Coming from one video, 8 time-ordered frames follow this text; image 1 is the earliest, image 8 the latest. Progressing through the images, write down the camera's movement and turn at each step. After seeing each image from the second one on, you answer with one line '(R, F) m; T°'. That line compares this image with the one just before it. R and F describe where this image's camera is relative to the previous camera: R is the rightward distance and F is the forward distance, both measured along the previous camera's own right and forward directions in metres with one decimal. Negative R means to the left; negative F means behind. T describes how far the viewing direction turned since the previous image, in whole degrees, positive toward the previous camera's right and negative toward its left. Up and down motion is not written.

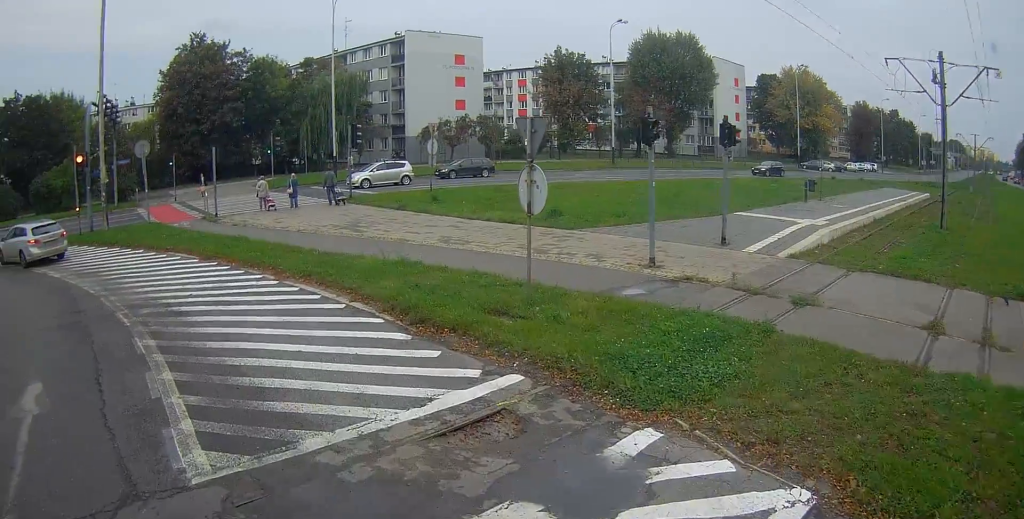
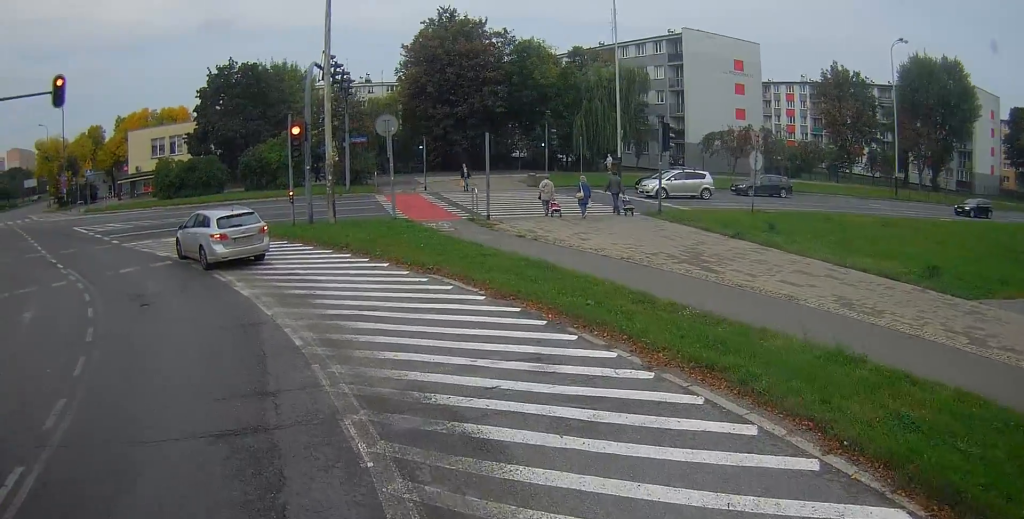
(-2.5, +4.0) m; -62°
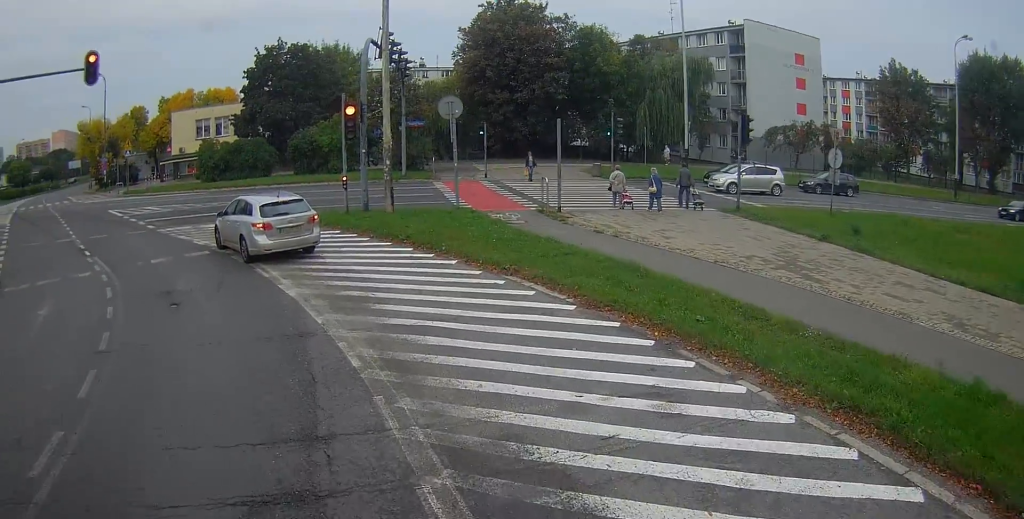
(-0.2, +1.4) m; -9°
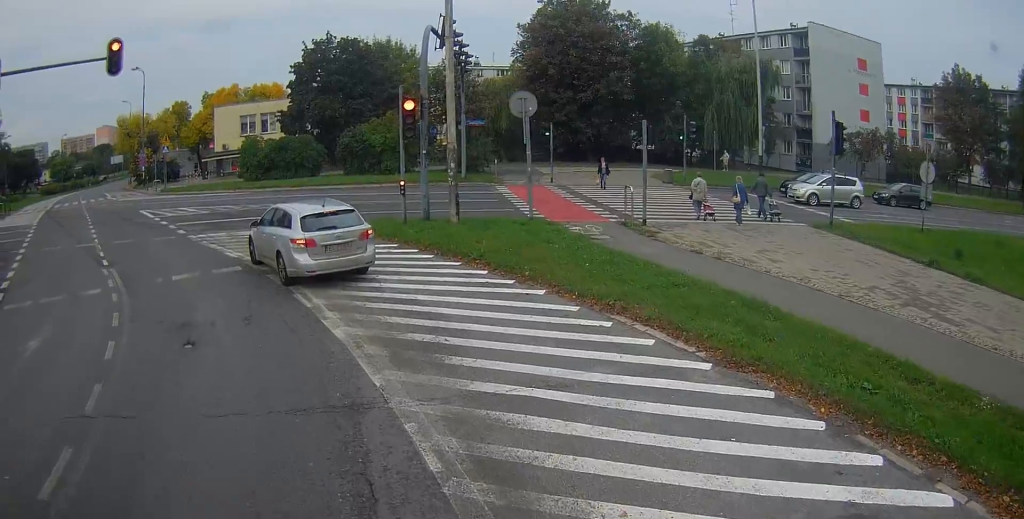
(-0.2, +2.0) m; -5°
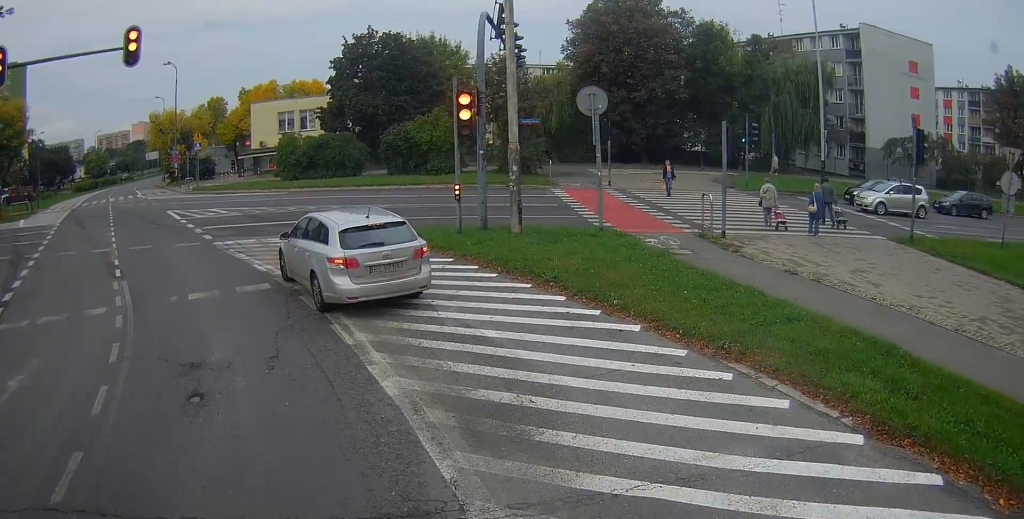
(0.0, +1.6) m; -1°
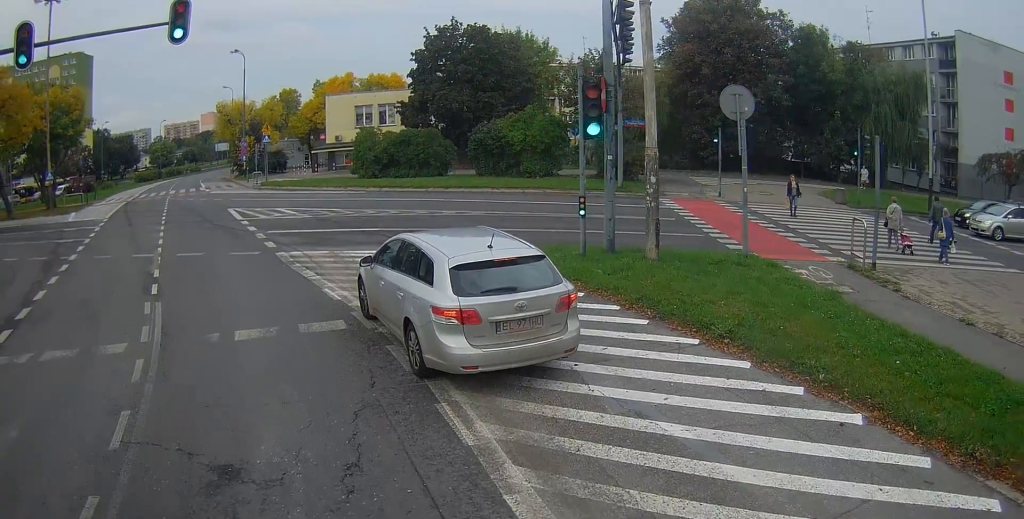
(0.0, +2.5) m; +2°
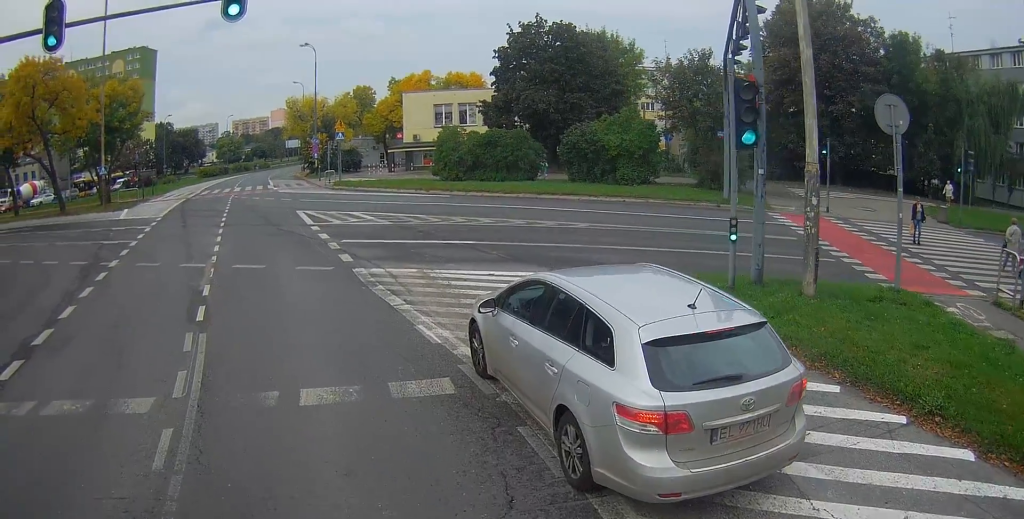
(+0.1, +2.3) m; +6°
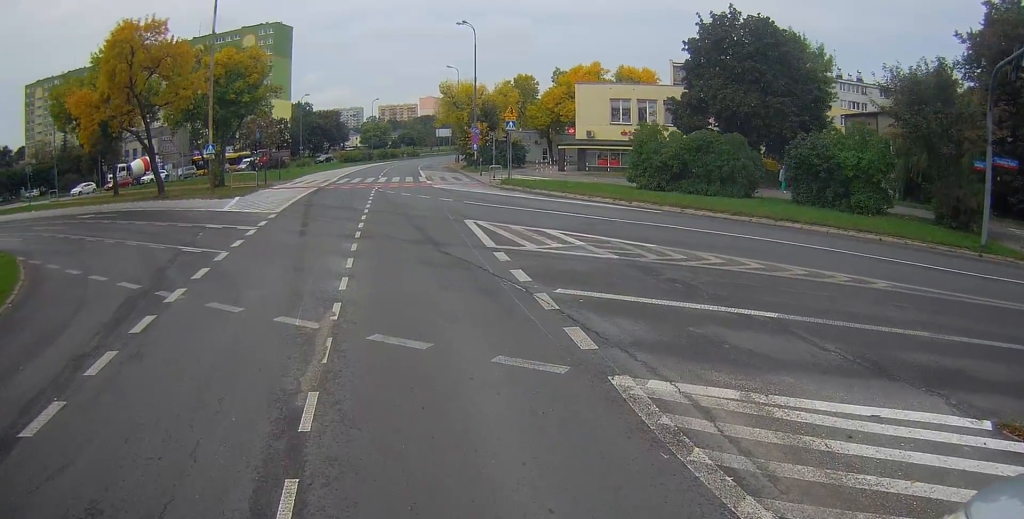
(+1.0, +6.1) m; +11°
